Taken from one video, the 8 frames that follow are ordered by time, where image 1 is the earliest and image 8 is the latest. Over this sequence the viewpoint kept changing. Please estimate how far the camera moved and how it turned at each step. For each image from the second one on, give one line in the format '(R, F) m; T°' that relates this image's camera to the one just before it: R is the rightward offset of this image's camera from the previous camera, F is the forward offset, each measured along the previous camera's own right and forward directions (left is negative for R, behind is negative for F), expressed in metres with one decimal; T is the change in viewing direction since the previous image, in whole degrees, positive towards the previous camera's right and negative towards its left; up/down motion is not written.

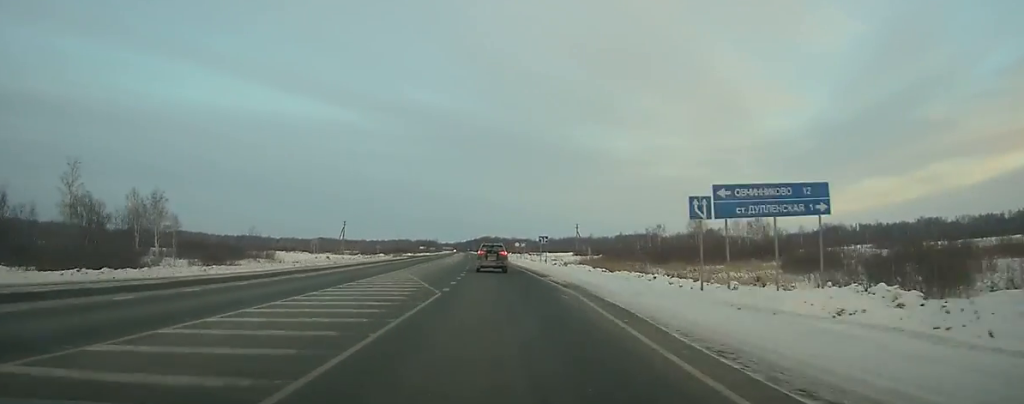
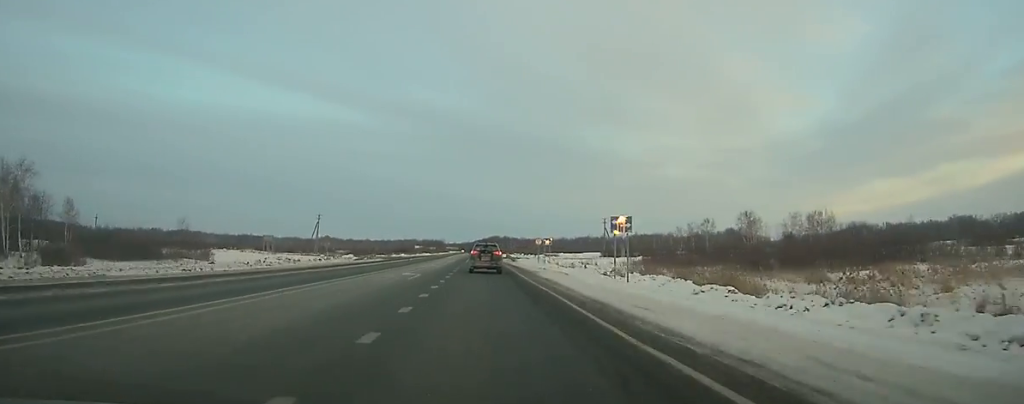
(0.0, +34.9) m; 0°
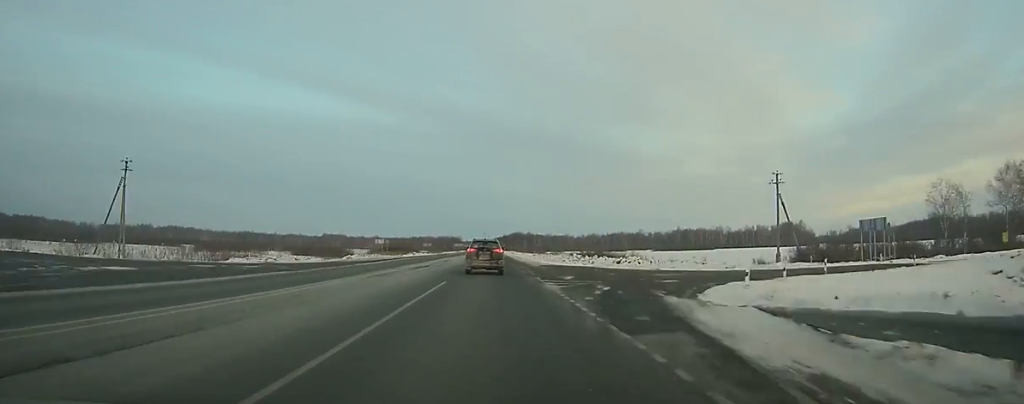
(-1.2, +88.3) m; -1°
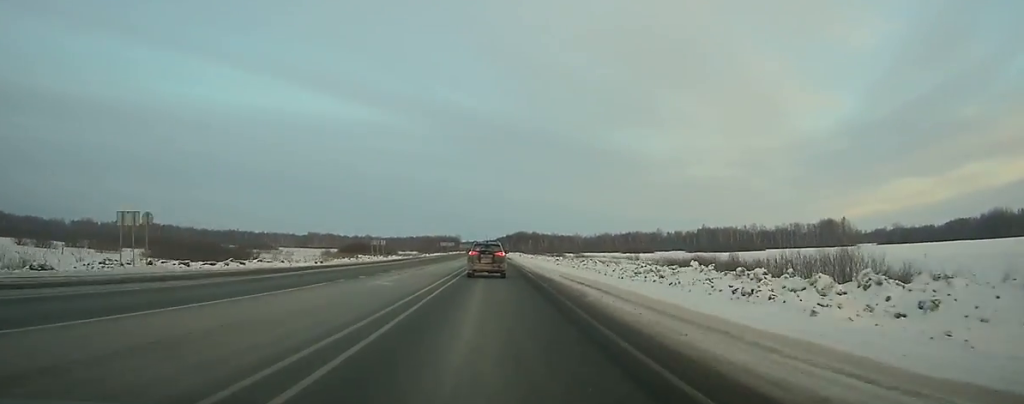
(-0.5, +70.5) m; -1°
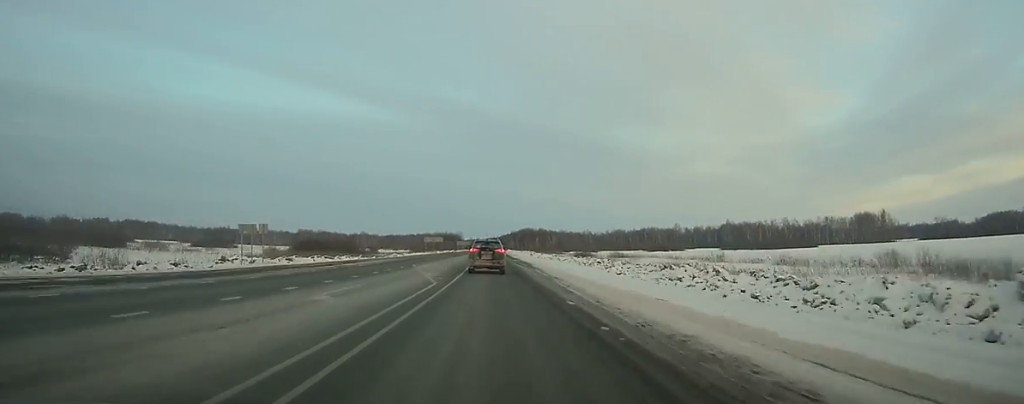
(0.0, +49.8) m; 0°
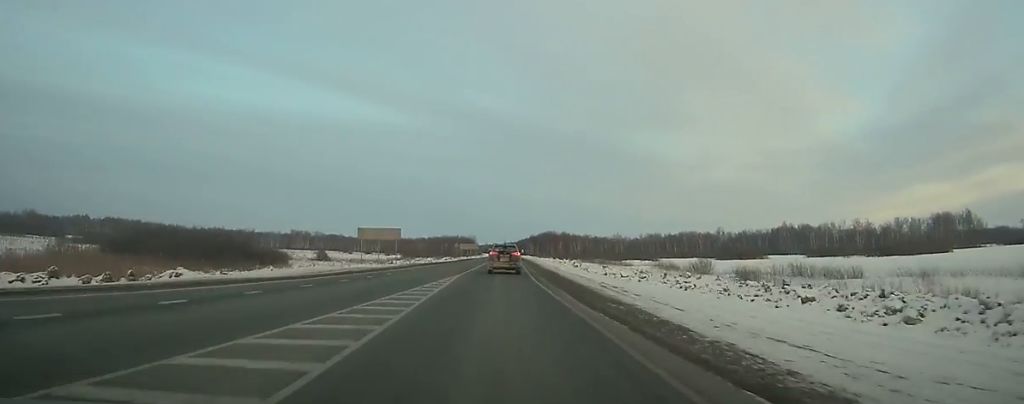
(-0.5, +75.3) m; 0°
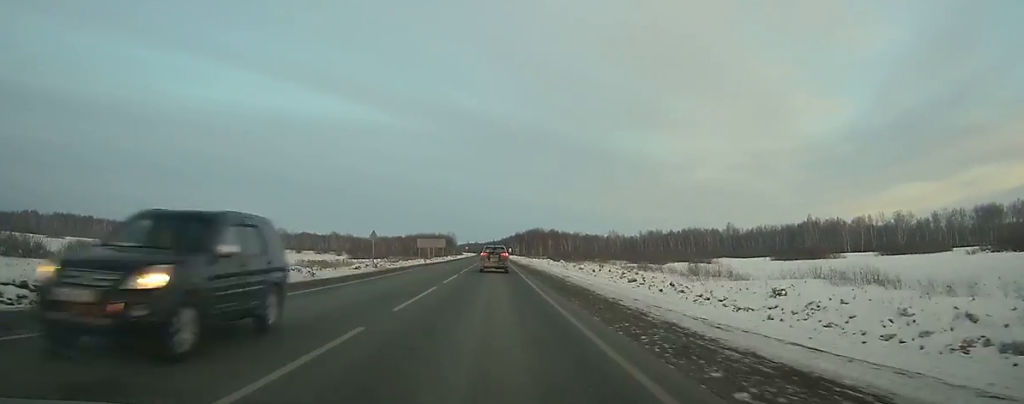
(0.0, +60.5) m; 0°
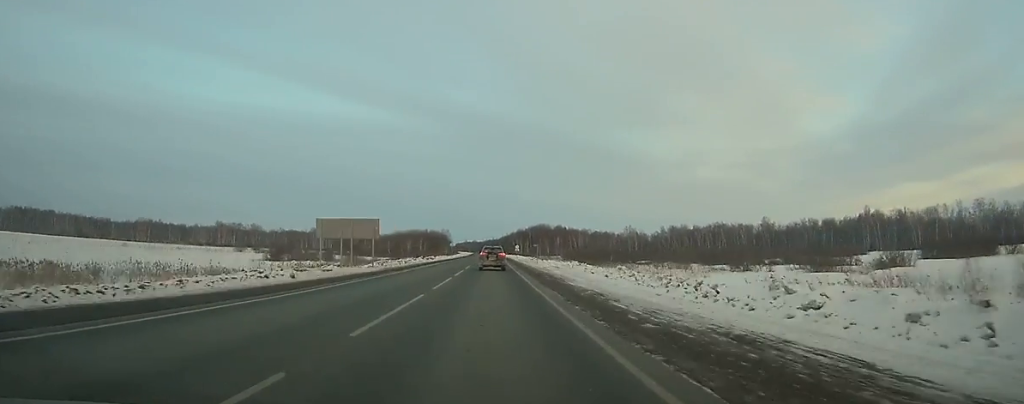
(+0.5, +63.5) m; 0°
